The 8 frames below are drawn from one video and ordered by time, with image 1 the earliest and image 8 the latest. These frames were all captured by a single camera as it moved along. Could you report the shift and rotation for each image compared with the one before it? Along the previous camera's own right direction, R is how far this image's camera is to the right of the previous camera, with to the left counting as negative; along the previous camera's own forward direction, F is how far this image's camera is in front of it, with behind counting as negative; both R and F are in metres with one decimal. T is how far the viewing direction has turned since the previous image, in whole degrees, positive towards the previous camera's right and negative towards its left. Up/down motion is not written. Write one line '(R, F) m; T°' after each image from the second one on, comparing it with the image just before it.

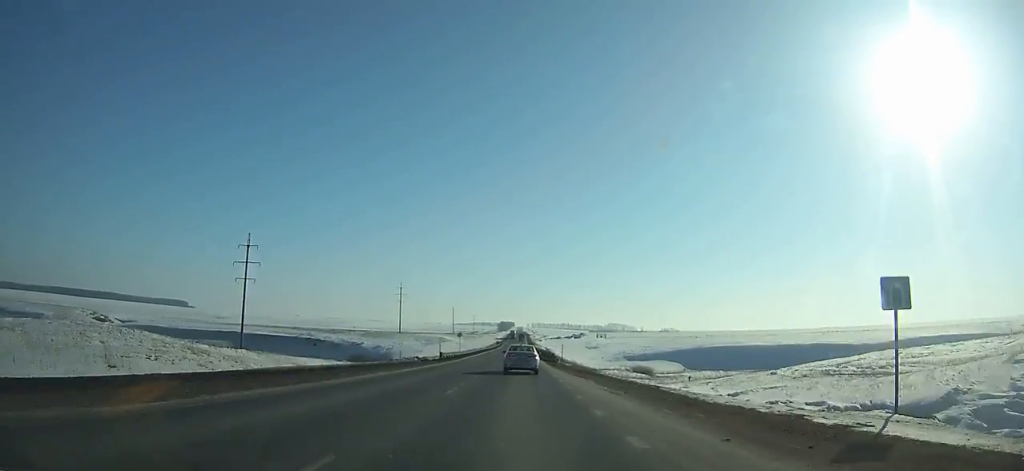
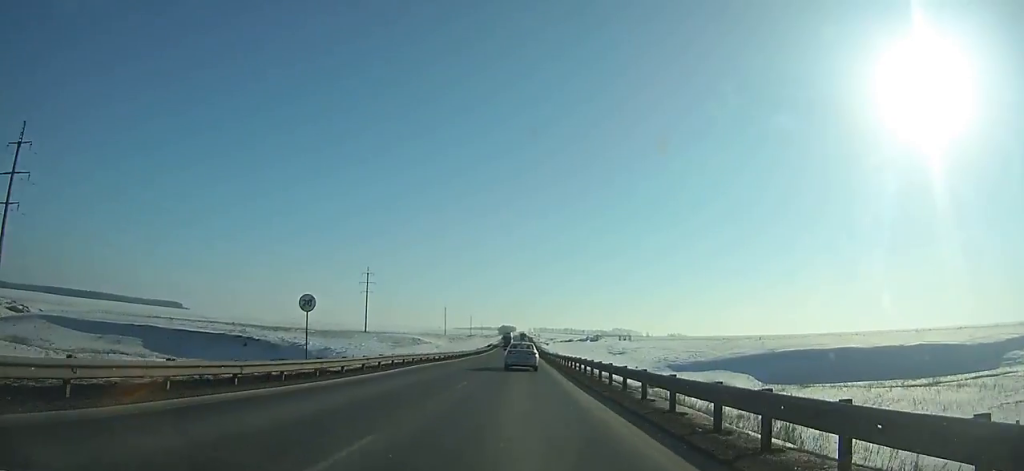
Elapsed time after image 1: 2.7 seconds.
(0.0, +57.3) m; 0°
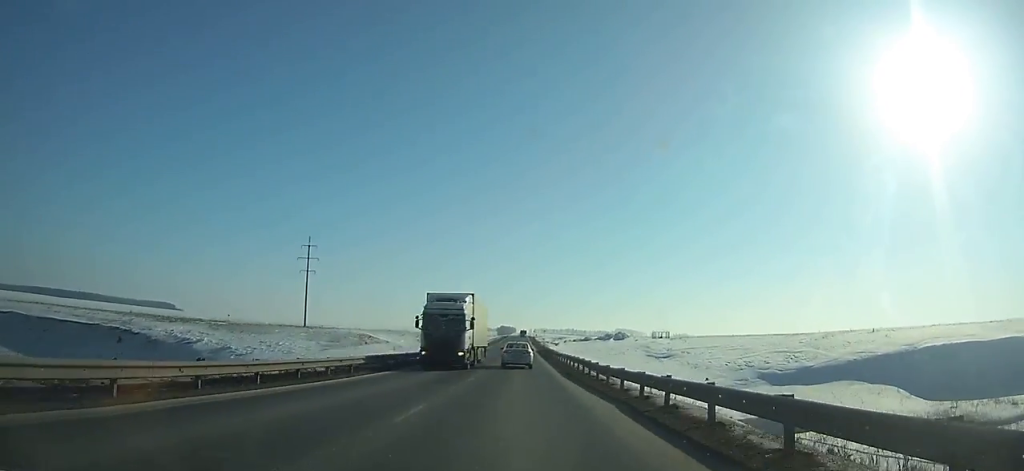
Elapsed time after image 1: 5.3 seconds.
(0.0, +55.6) m; 0°
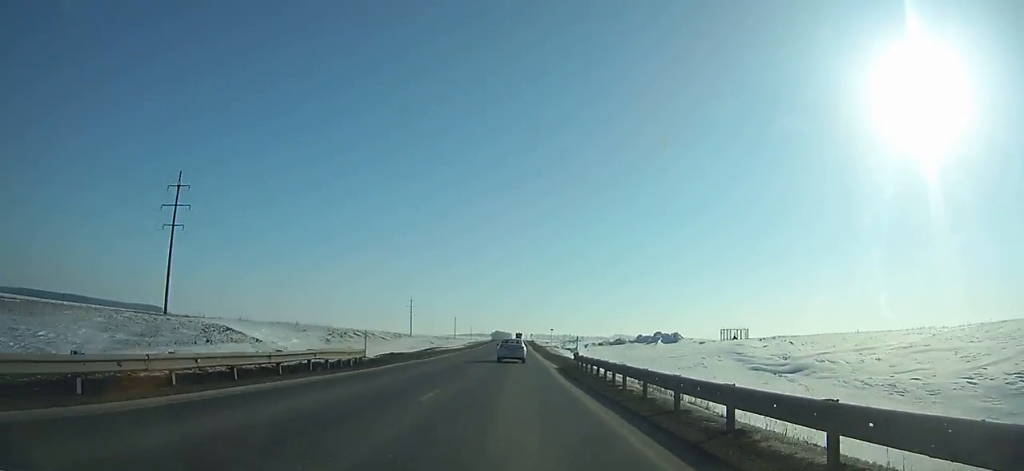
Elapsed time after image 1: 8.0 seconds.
(0.0, +58.3) m; 0°
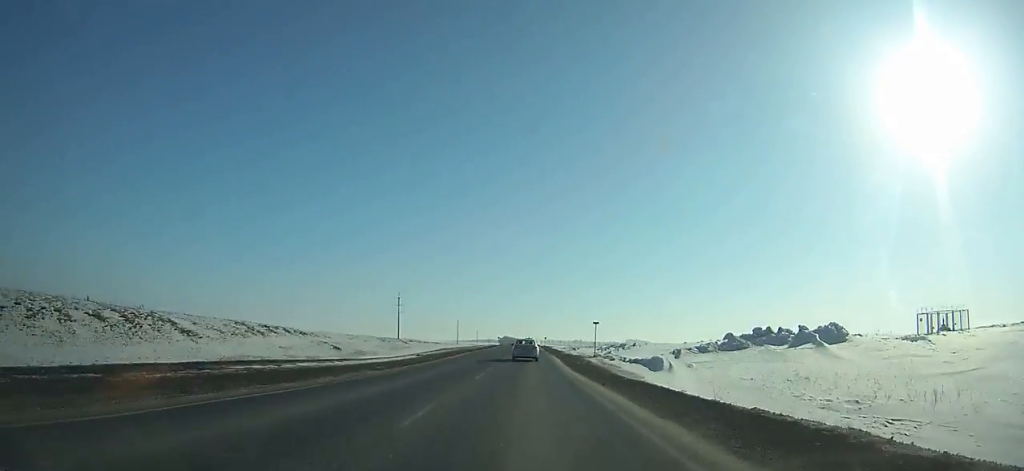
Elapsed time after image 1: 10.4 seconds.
(-0.1, +52.3) m; 0°
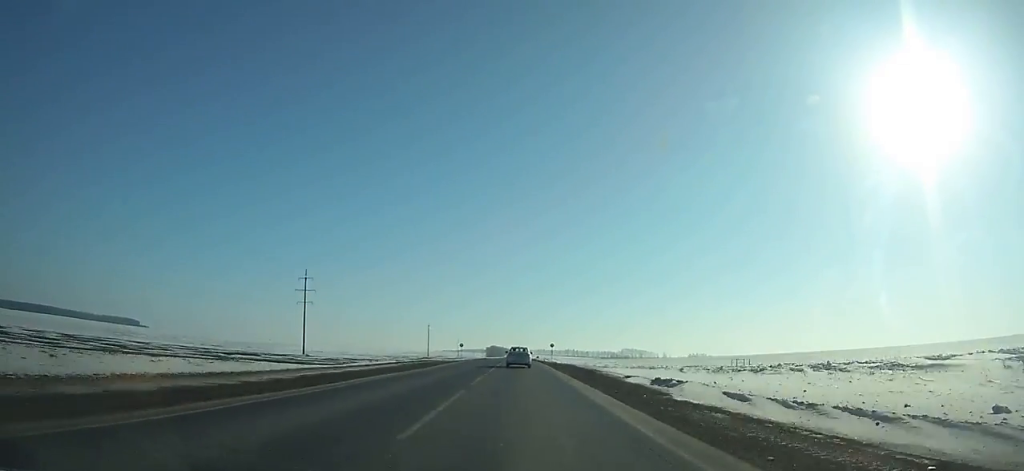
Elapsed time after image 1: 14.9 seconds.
(+0.5, +99.7) m; 0°
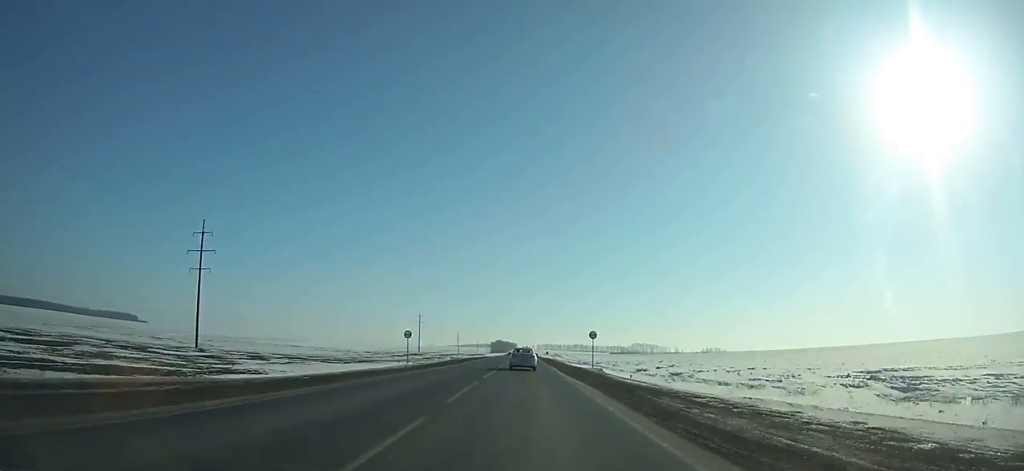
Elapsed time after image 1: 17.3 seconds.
(0.0, +53.7) m; 0°
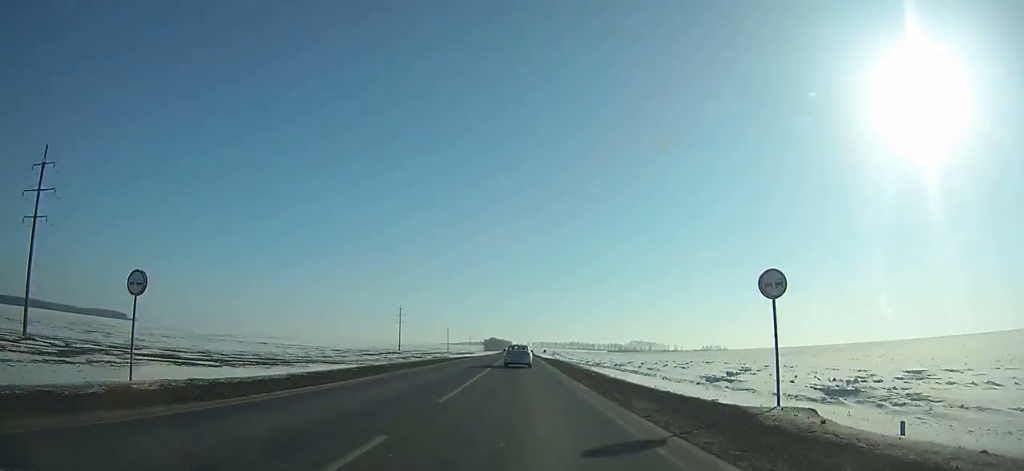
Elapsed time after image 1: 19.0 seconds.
(-0.1, +38.1) m; 0°
